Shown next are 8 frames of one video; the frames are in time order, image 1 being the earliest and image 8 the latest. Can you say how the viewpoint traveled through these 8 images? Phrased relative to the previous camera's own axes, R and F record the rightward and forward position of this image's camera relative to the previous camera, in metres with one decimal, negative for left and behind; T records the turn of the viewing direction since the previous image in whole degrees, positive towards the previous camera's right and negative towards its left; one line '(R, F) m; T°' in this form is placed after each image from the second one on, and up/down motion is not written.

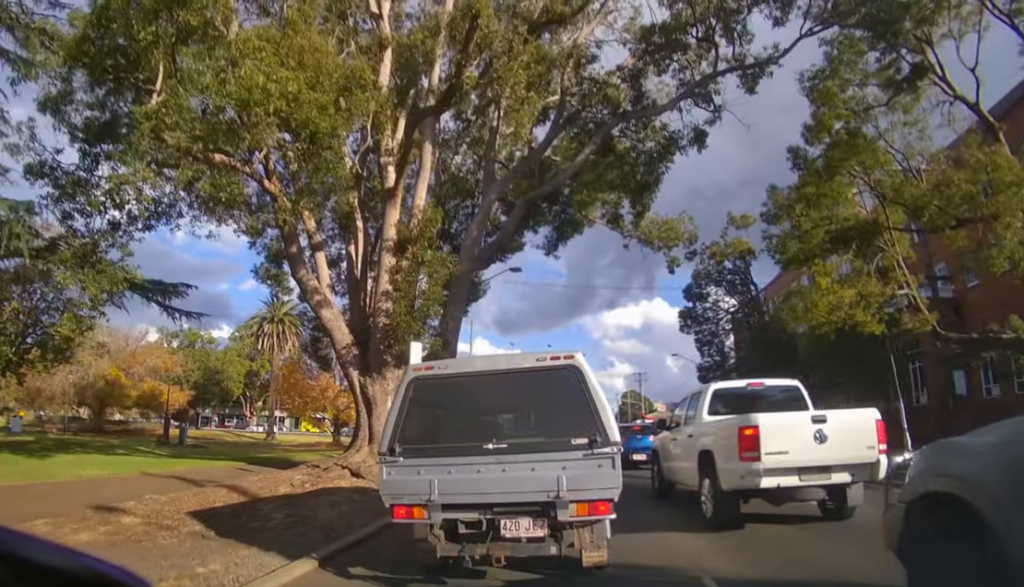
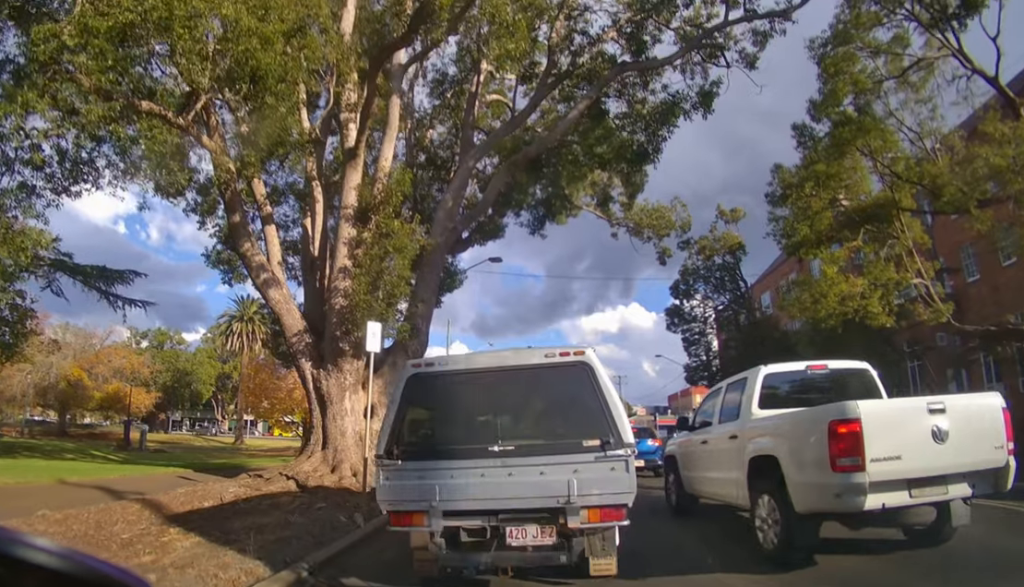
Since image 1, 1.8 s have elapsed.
(0.0, +2.3) m; 0°
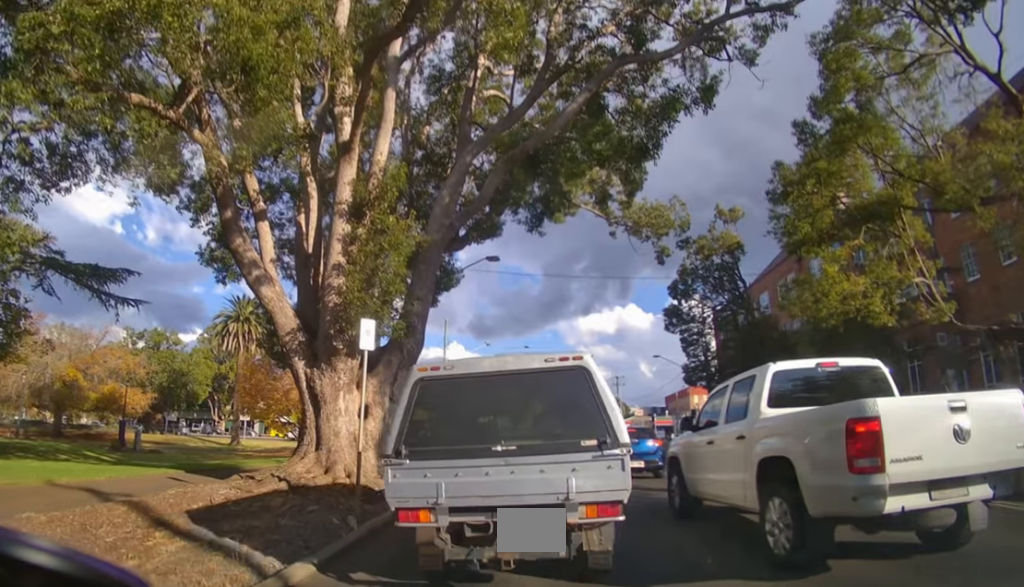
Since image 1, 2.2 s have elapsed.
(0.0, +0.4) m; 0°
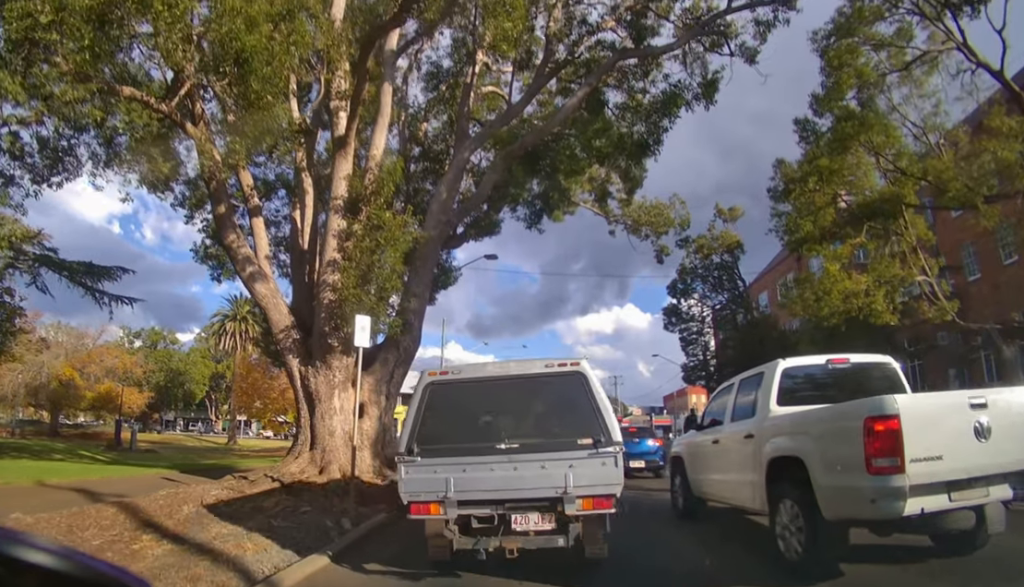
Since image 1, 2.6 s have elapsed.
(0.0, +0.3) m; 0°
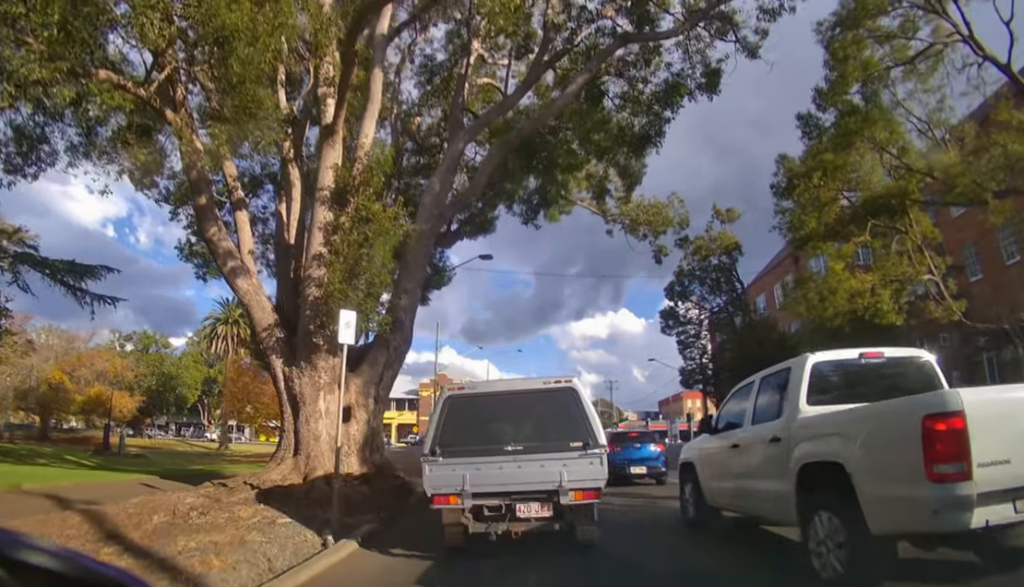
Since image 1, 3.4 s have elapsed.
(0.0, +0.6) m; 0°
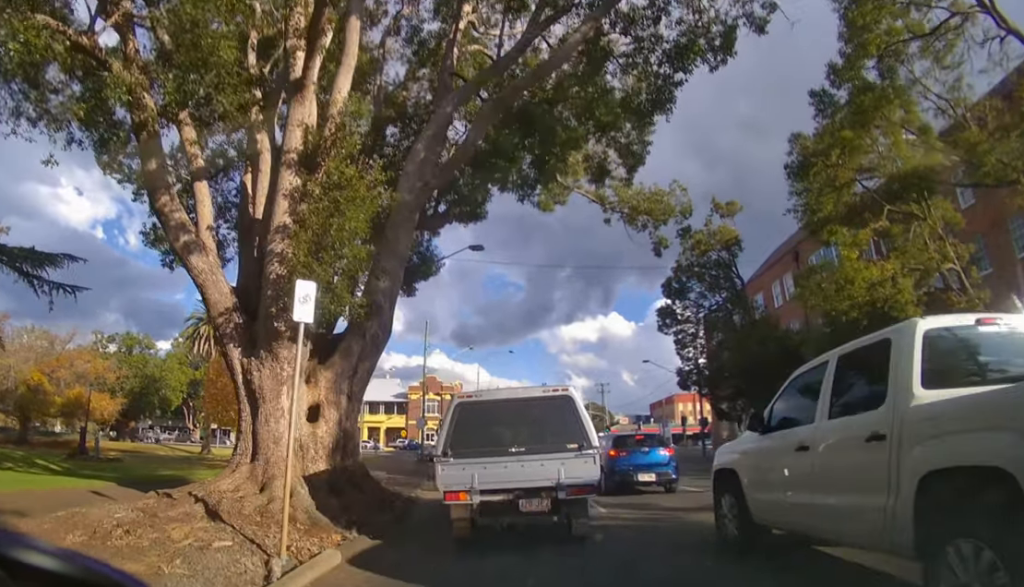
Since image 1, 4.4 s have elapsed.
(+0.1, +1.1) m; +8°
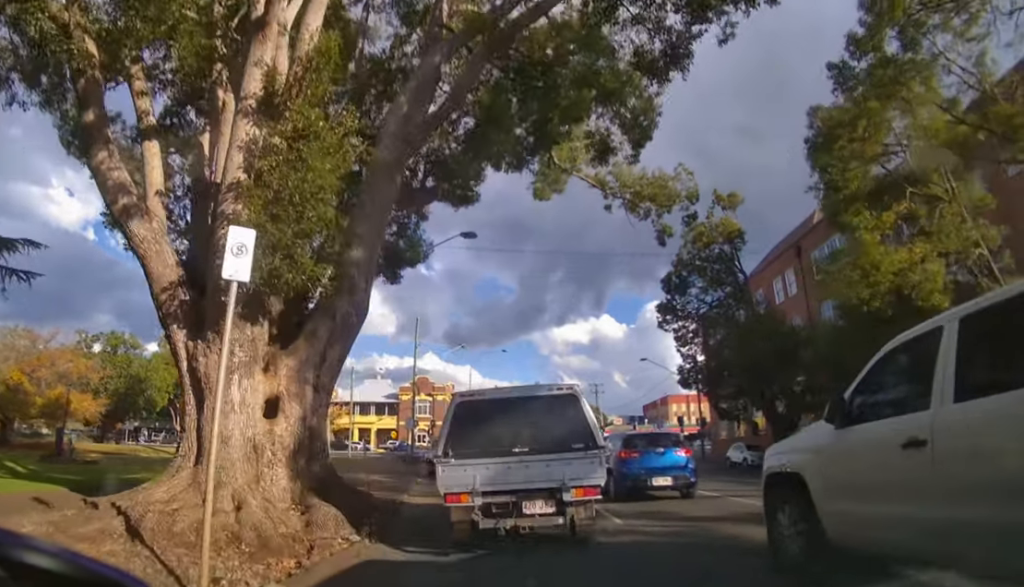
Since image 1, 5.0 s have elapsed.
(0.0, +1.3) m; +1°
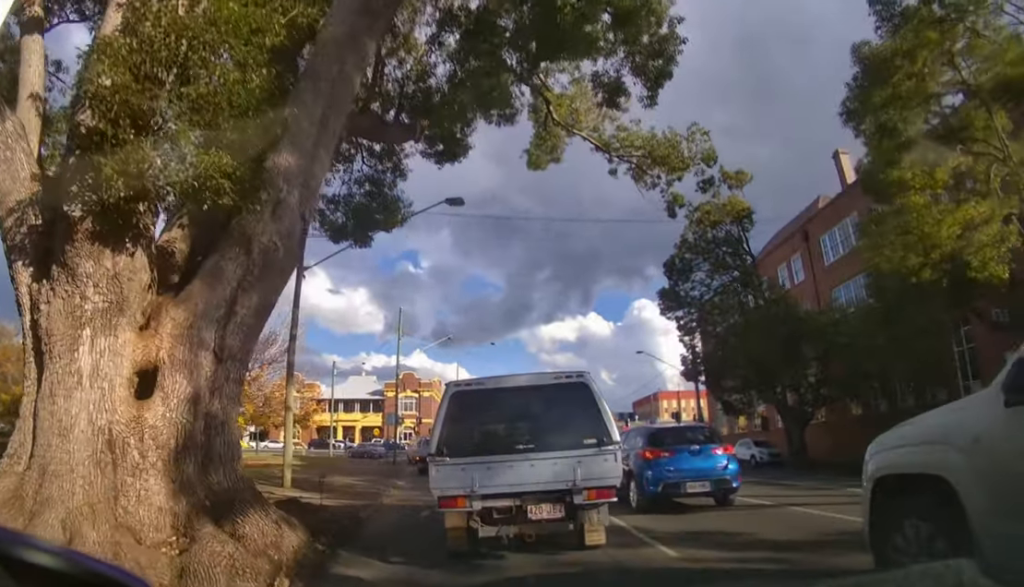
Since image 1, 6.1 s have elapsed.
(0.0, +2.3) m; 0°
